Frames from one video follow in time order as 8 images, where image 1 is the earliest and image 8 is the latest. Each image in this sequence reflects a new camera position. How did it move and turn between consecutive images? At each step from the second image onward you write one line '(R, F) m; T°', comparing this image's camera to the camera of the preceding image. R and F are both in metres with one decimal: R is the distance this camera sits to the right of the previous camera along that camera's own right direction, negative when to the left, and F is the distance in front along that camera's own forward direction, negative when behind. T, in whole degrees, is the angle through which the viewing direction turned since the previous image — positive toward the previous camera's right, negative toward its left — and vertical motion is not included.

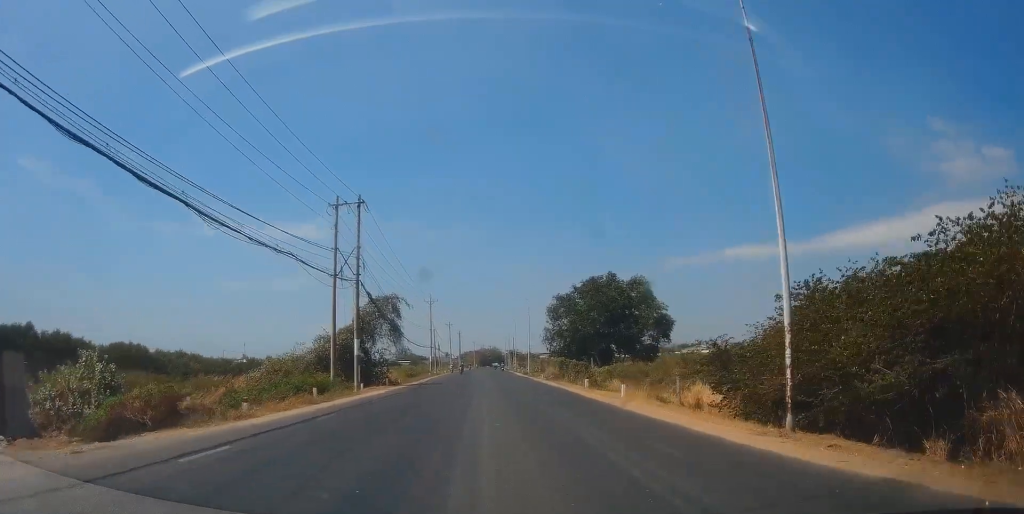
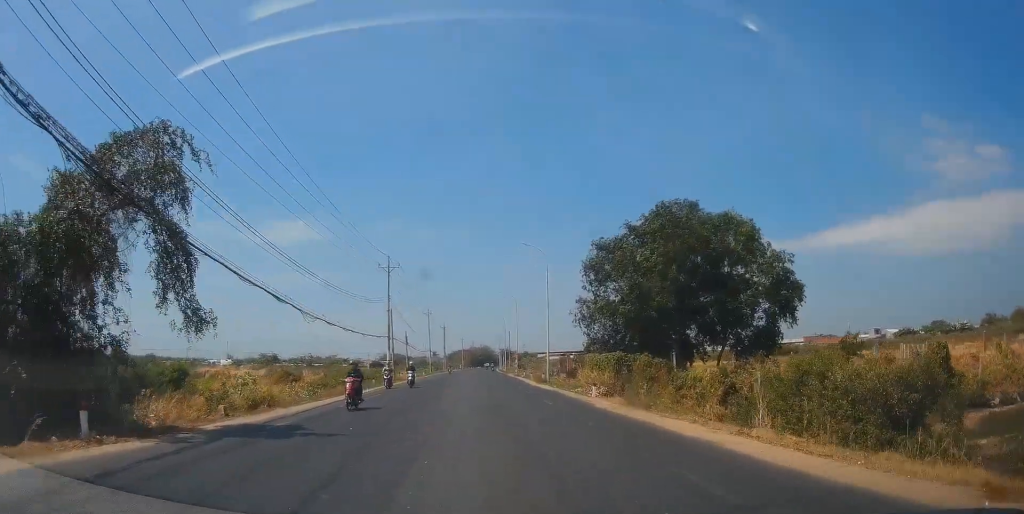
(+0.8, +34.8) m; -1°
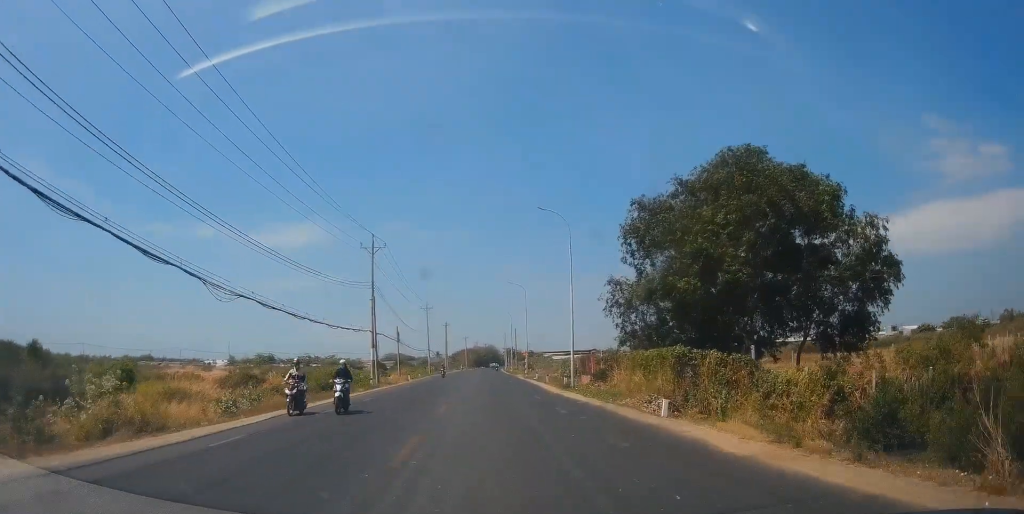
(-0.1, +11.1) m; +2°
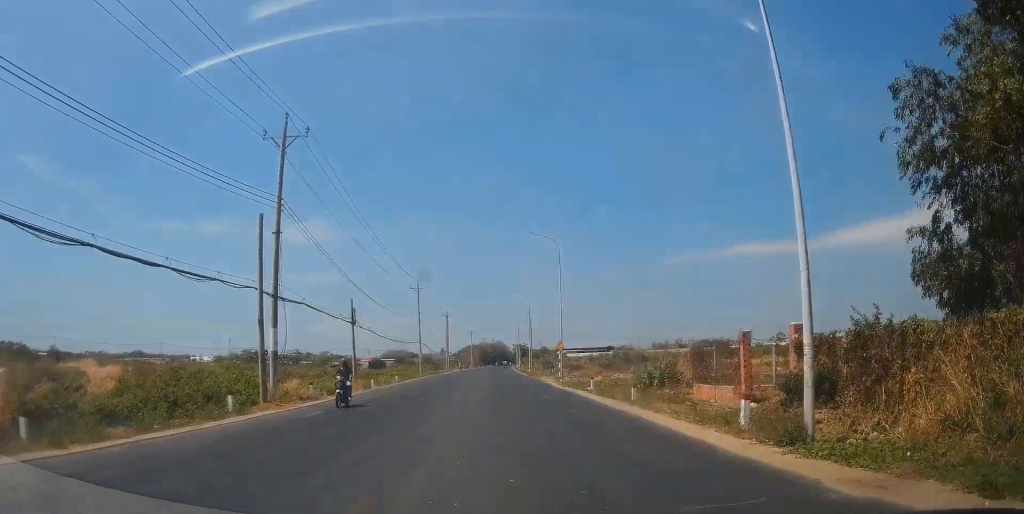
(+0.2, +26.5) m; -2°
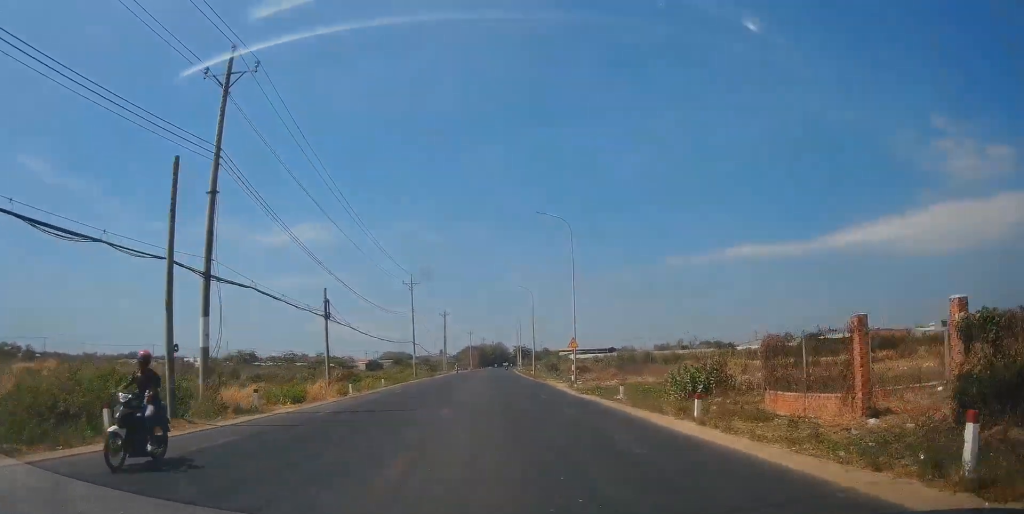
(-0.1, +6.9) m; 0°
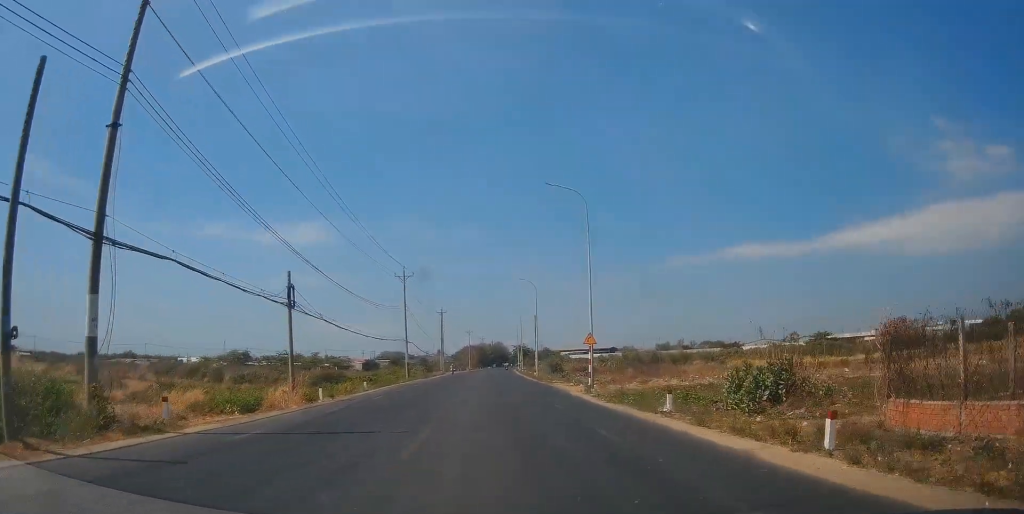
(-0.1, +6.4) m; +1°
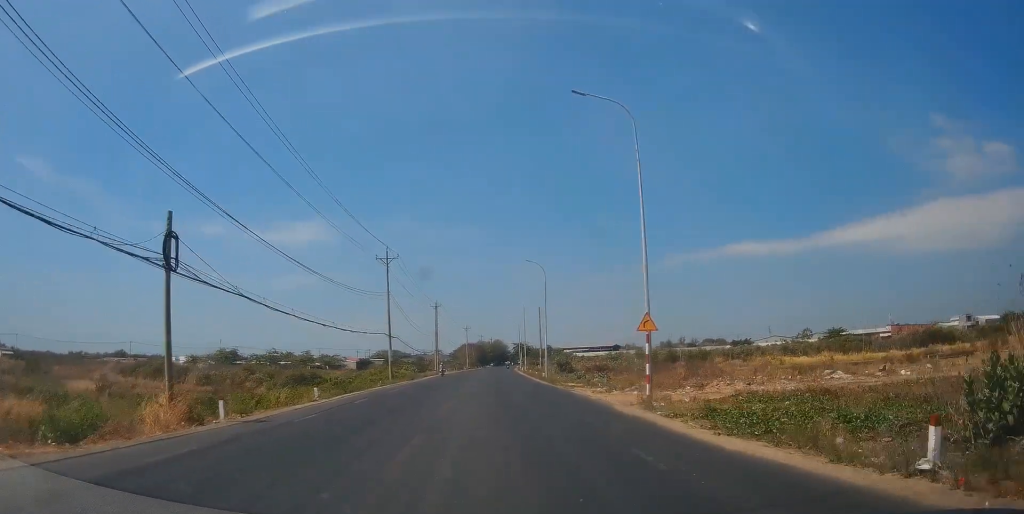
(+0.4, +11.6) m; +1°
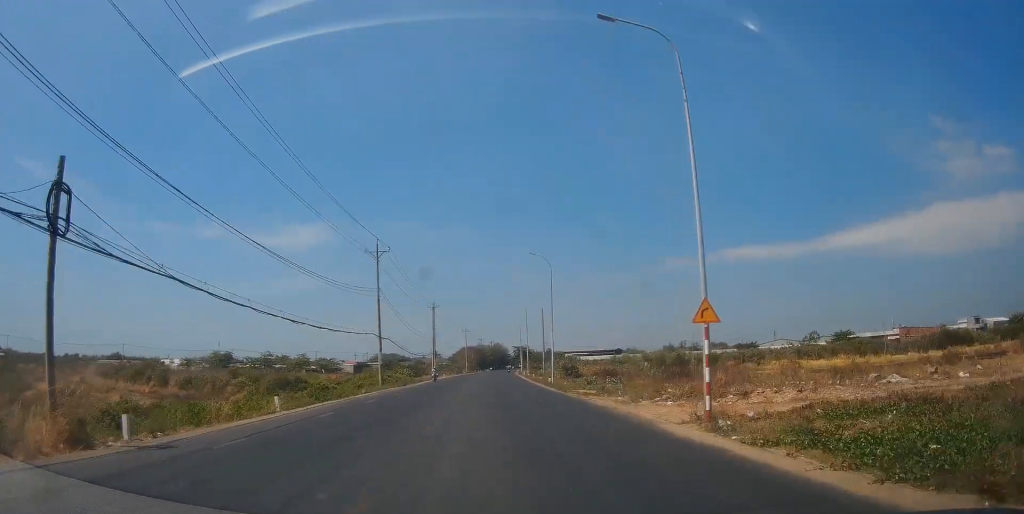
(+0.3, +5.6) m; 0°
